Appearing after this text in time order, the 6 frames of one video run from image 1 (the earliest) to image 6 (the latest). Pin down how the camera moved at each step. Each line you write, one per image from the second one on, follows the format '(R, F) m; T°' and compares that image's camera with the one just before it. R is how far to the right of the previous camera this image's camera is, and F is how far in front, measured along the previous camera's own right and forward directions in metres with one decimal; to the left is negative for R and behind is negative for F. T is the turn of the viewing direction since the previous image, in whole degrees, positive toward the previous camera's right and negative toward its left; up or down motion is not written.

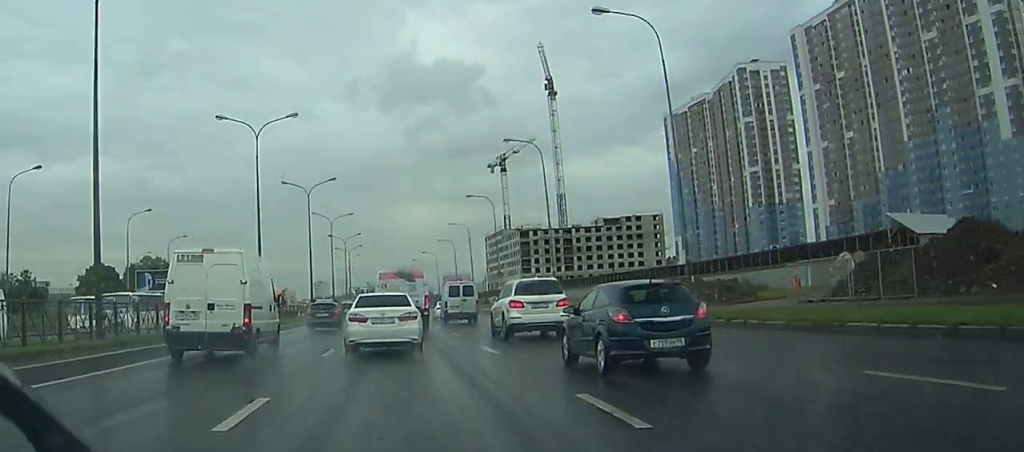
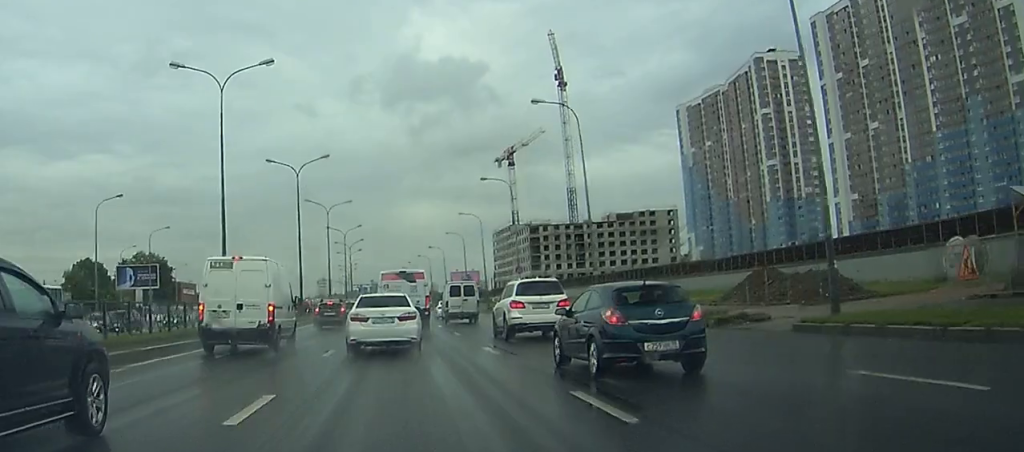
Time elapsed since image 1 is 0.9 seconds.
(0.0, +11.5) m; 0°
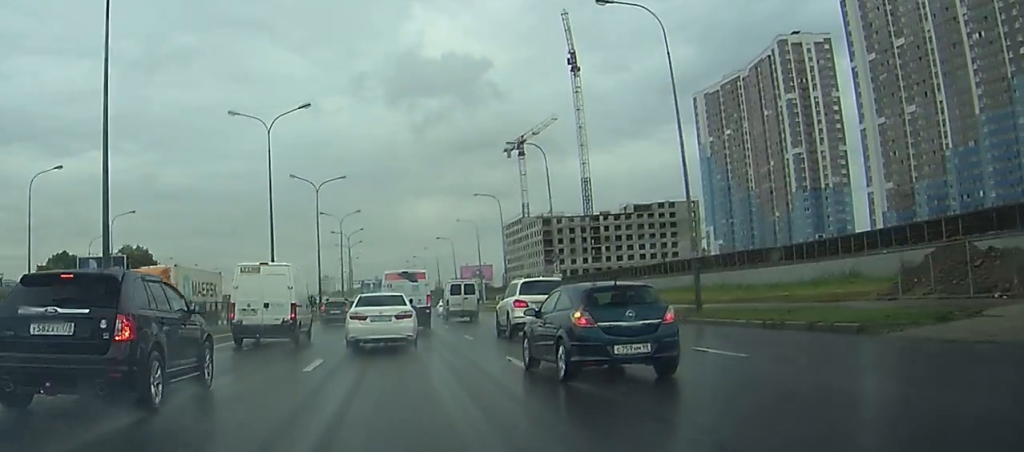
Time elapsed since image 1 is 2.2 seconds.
(-0.1, +16.8) m; -1°
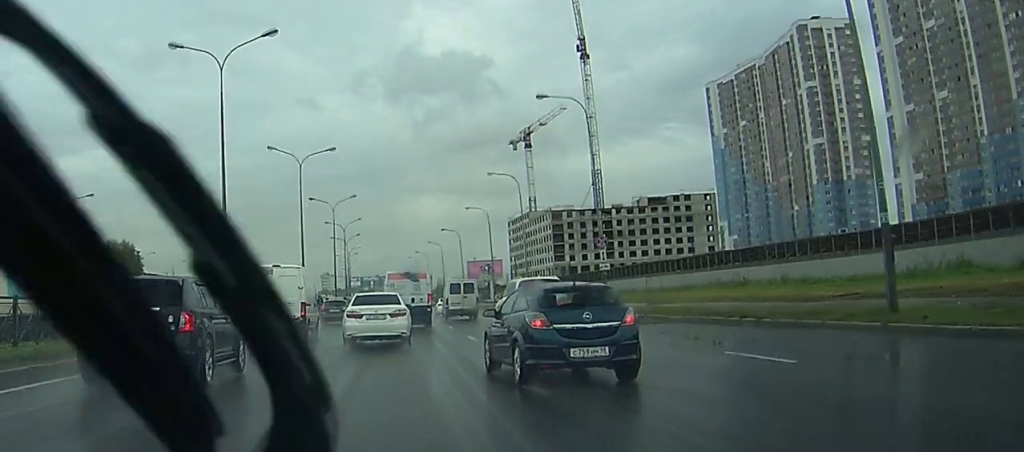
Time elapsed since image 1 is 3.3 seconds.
(0.0, +13.9) m; 0°
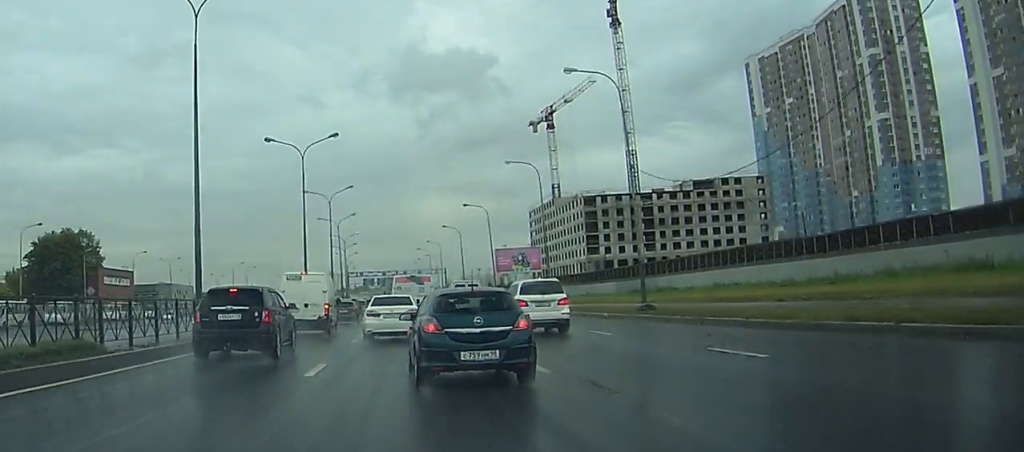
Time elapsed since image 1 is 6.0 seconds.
(+0.1, +35.6) m; 0°
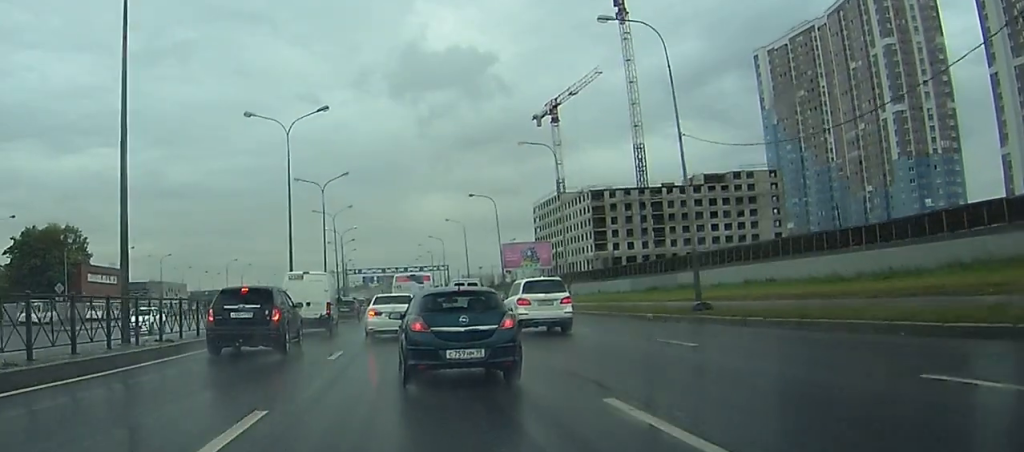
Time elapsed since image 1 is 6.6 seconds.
(0.0, +8.0) m; 0°
